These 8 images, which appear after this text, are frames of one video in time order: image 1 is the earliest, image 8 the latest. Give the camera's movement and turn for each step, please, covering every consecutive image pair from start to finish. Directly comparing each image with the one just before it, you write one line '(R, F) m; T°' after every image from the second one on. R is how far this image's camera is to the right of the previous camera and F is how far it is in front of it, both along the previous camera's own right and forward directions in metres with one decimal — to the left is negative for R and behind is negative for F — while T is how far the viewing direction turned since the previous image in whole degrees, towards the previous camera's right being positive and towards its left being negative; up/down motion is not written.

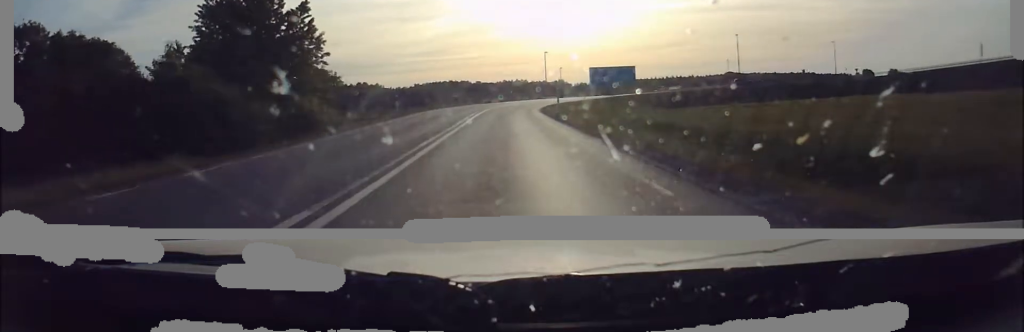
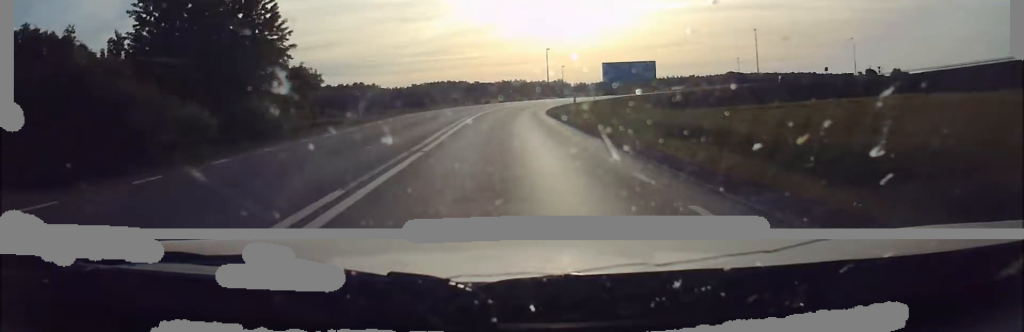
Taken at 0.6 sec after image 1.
(0.0, +11.6) m; 0°
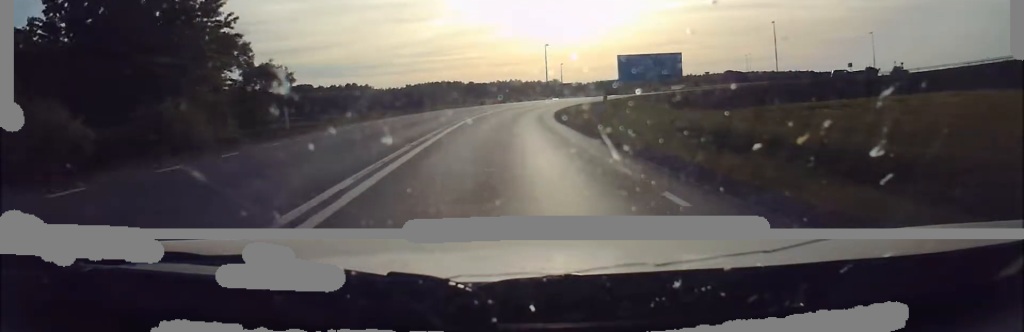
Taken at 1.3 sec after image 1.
(0.0, +12.5) m; 0°
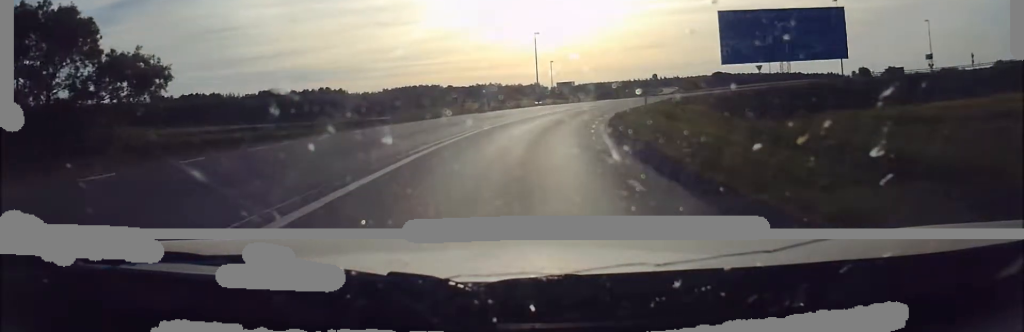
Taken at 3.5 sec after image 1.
(+1.0, +34.8) m; +4°
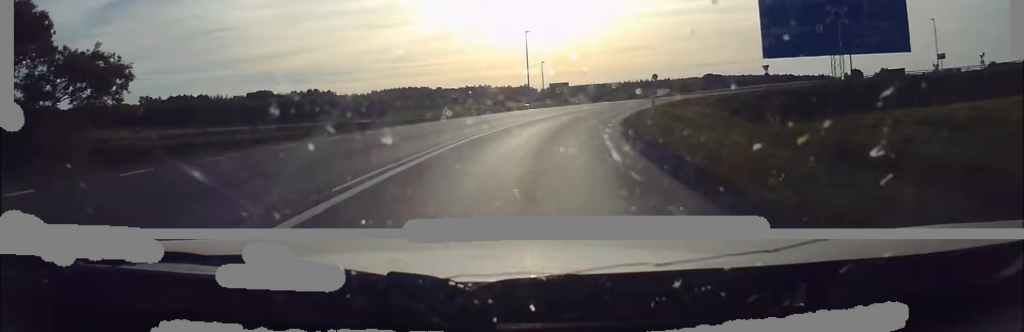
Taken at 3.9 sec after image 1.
(0.0, +6.1) m; 0°
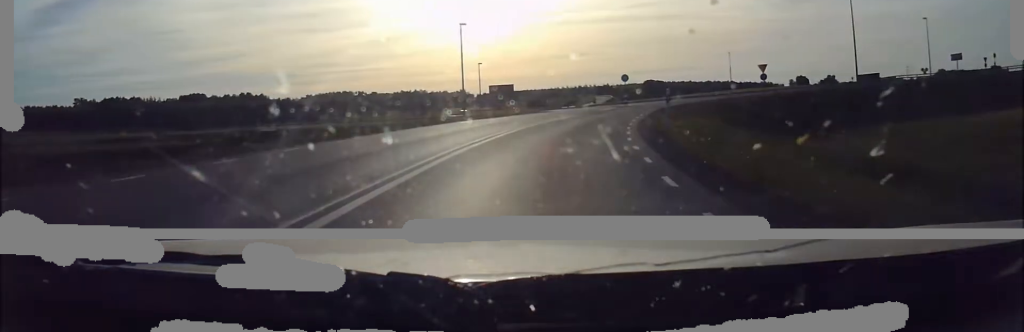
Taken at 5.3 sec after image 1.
(0.0, +17.9) m; 0°
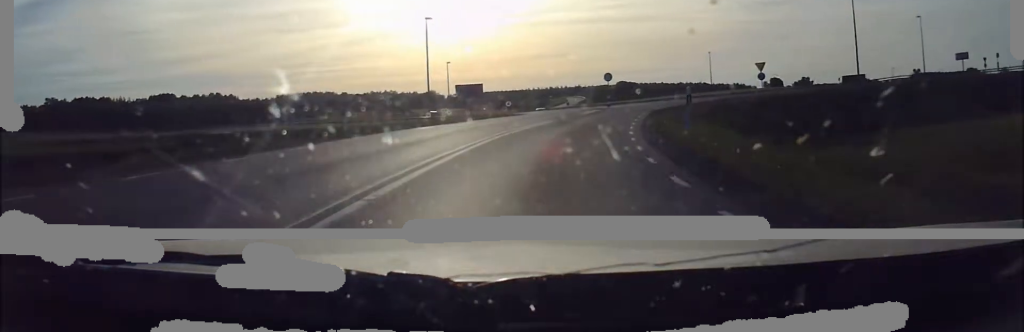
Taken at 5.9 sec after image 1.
(0.0, +6.5) m; 0°
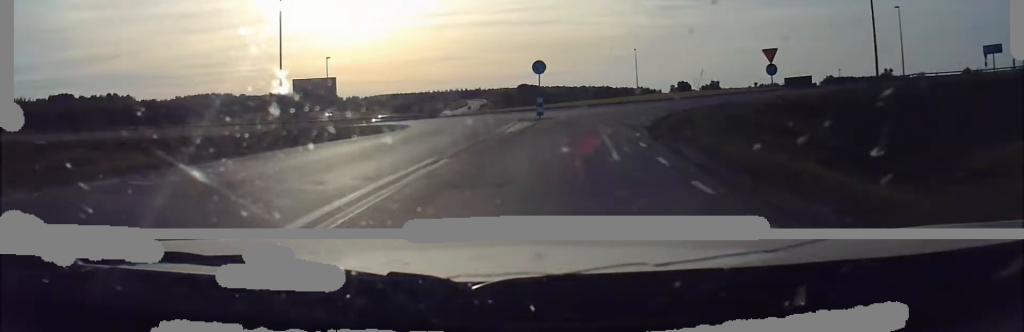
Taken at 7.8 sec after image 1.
(+0.3, +20.0) m; +6°
